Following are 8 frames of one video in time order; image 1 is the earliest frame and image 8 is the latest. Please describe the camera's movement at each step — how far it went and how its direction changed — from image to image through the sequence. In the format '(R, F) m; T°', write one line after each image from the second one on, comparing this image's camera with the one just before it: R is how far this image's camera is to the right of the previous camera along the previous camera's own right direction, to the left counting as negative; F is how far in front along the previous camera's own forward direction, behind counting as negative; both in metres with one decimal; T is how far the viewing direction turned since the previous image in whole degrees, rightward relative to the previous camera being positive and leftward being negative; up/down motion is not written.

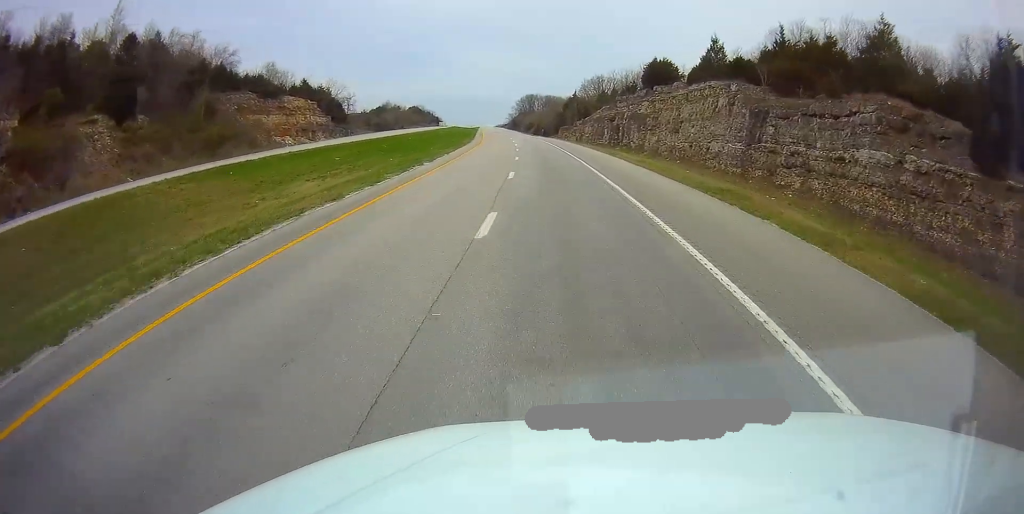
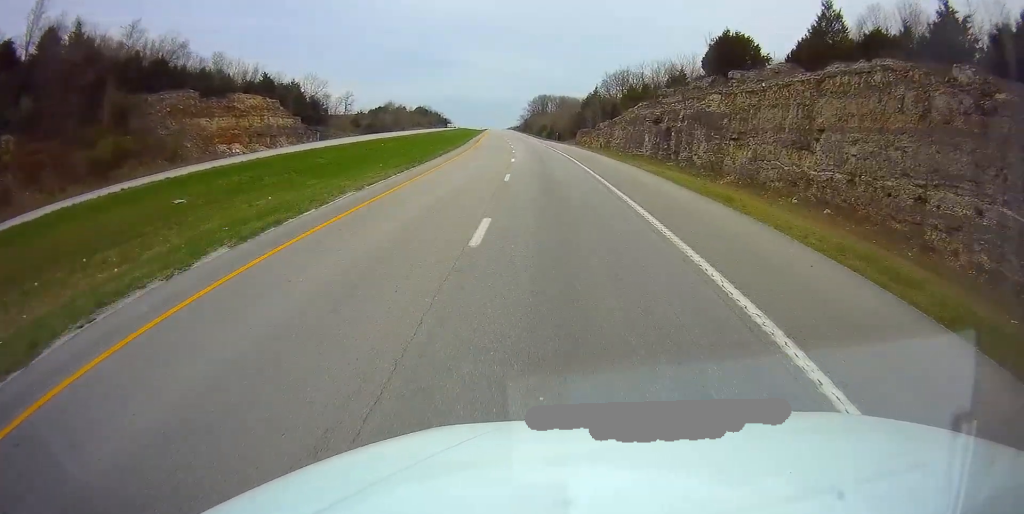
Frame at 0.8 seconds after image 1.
(-0.2, +25.4) m; -2°
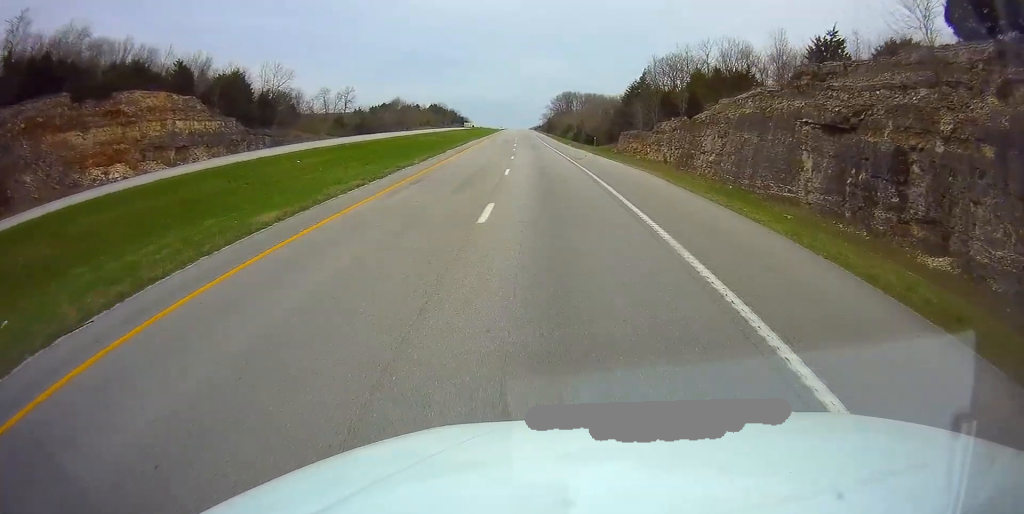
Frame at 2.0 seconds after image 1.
(-0.9, +34.3) m; -2°
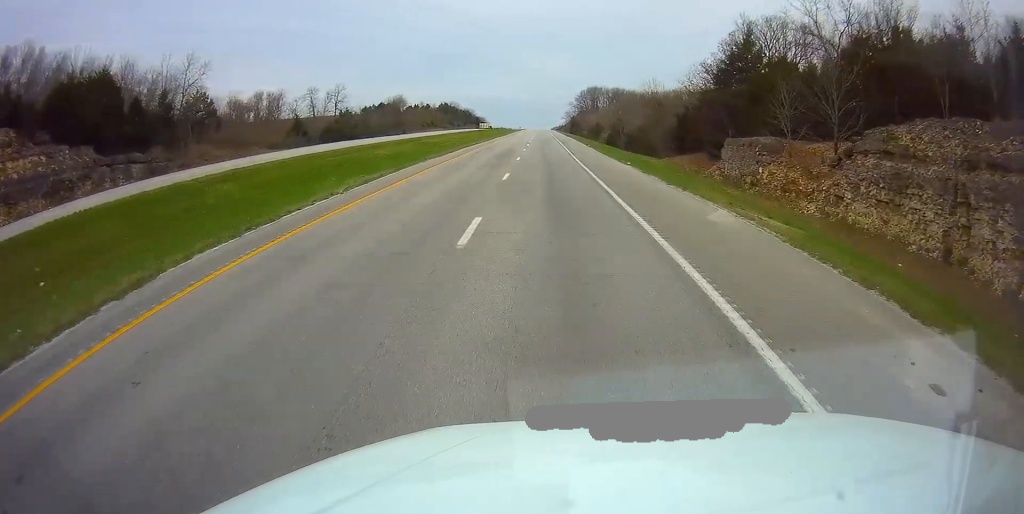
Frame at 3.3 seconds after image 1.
(-0.3, +39.2) m; -1°
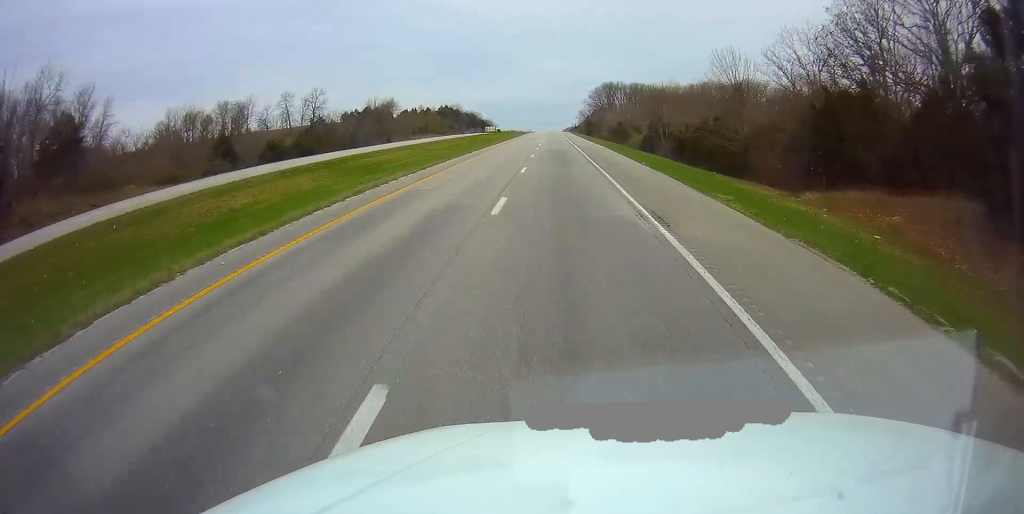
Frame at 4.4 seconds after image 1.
(-0.3, +33.1) m; -1°
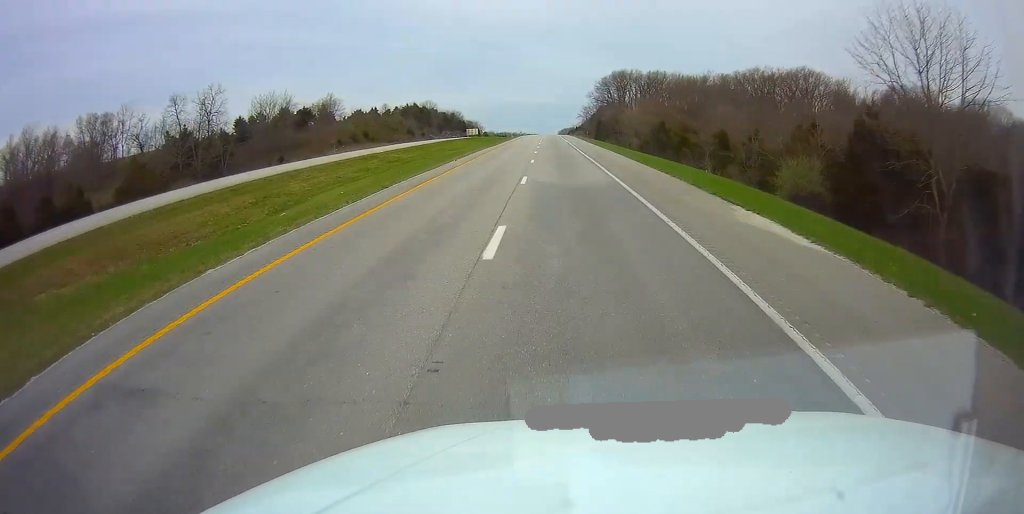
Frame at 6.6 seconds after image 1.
(-0.4, +65.7) m; 0°
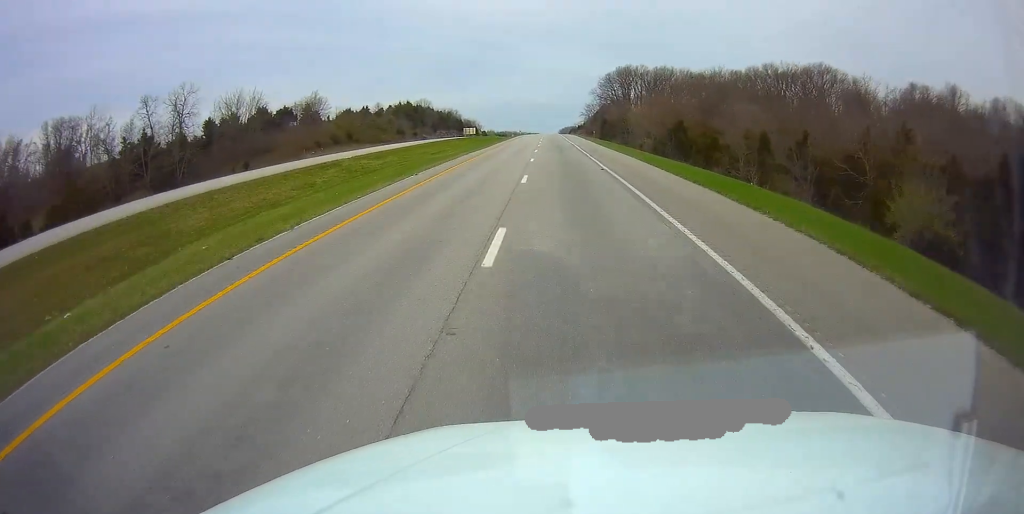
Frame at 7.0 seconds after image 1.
(+0.1, +12.8) m; 0°
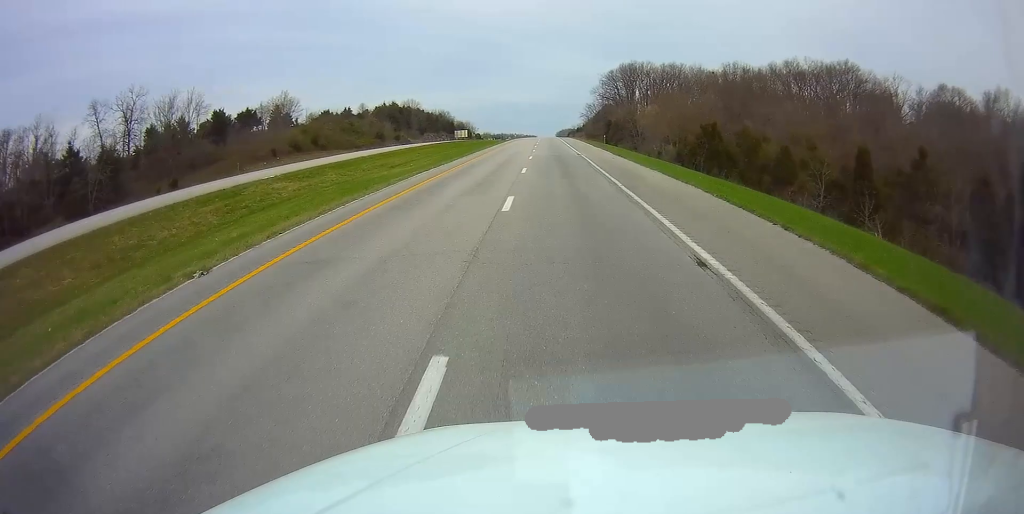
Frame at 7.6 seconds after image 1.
(+0.1, +18.7) m; 0°
